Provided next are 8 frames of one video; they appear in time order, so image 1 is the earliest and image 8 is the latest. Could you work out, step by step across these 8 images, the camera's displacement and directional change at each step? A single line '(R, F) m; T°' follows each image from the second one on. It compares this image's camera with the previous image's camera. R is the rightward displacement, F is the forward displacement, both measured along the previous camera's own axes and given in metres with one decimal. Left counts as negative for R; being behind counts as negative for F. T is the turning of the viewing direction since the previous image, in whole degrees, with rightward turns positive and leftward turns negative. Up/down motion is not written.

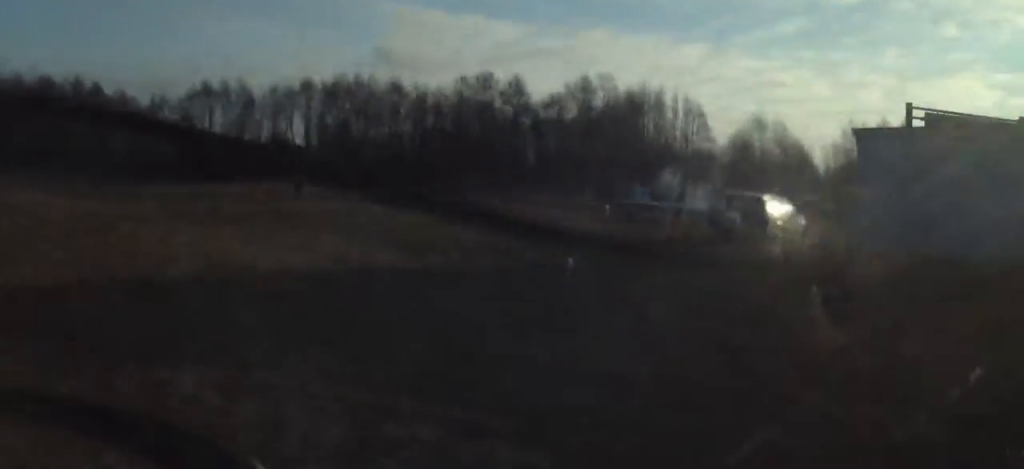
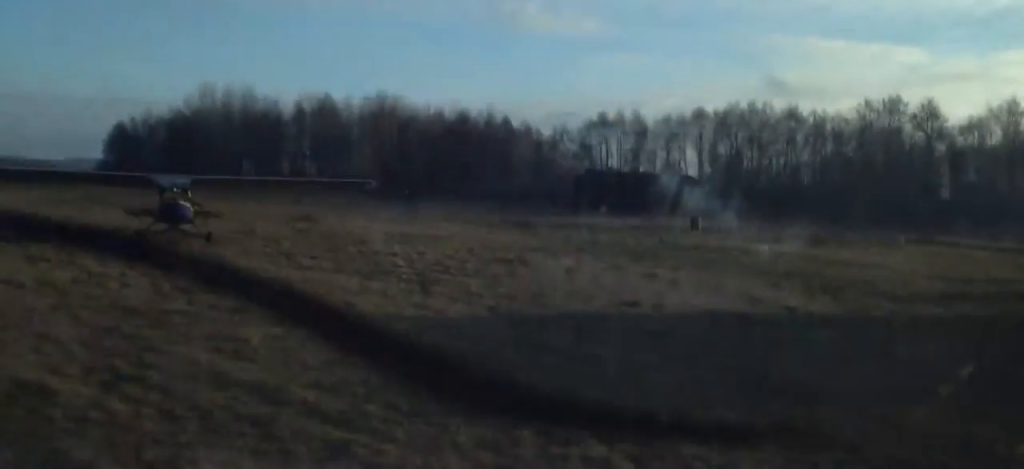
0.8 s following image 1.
(-0.4, +1.7) m; -26°
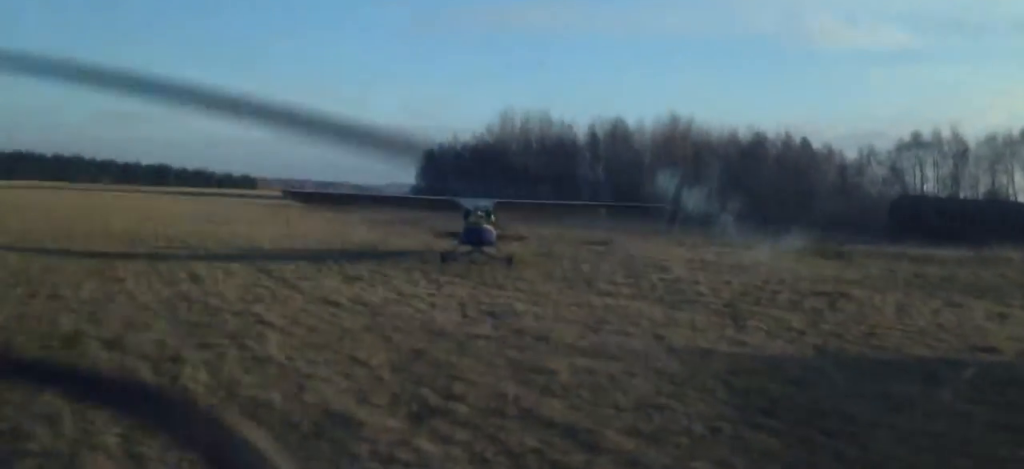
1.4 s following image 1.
(-0.1, +1.4) m; -22°
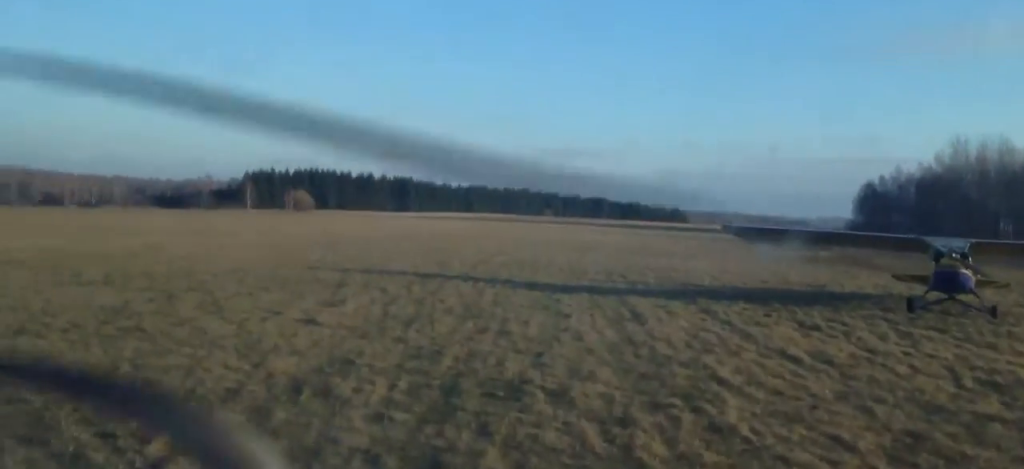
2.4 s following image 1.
(-0.7, +2.1) m; -26°
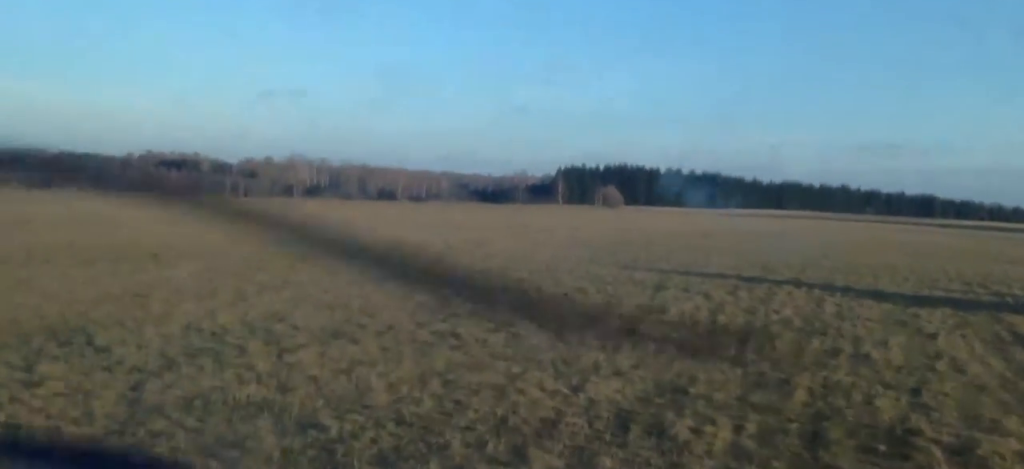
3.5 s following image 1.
(-0.4, +2.2) m; -16°
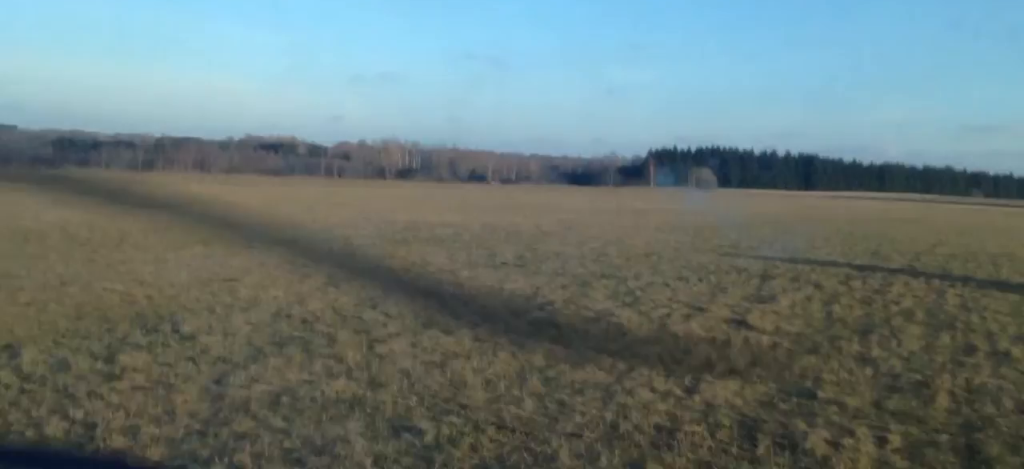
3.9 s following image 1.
(-0.1, +0.9) m; -6°
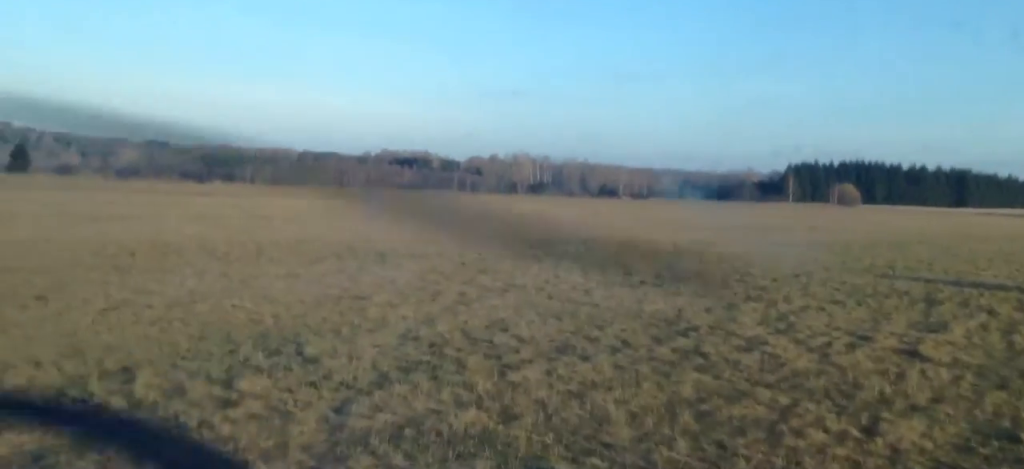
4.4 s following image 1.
(0.0, +1.2) m; -7°
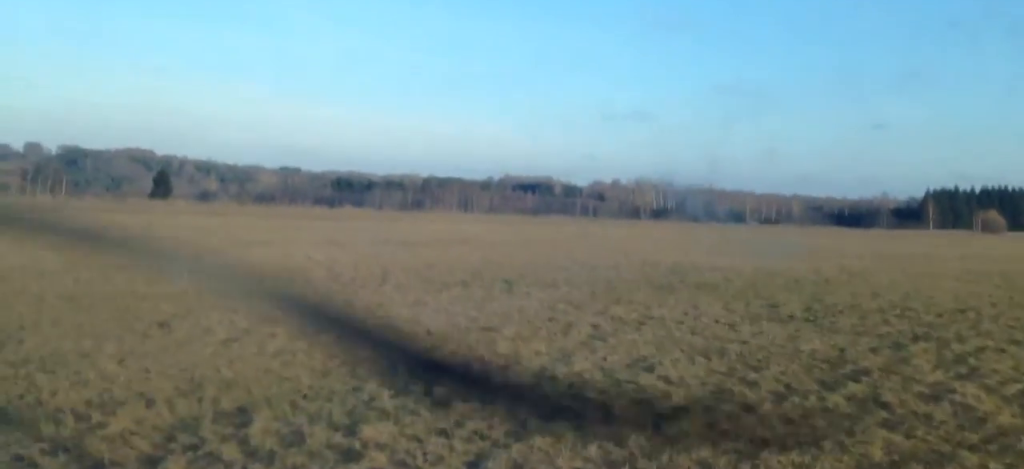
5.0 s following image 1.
(-0.1, +1.3) m; -4°
